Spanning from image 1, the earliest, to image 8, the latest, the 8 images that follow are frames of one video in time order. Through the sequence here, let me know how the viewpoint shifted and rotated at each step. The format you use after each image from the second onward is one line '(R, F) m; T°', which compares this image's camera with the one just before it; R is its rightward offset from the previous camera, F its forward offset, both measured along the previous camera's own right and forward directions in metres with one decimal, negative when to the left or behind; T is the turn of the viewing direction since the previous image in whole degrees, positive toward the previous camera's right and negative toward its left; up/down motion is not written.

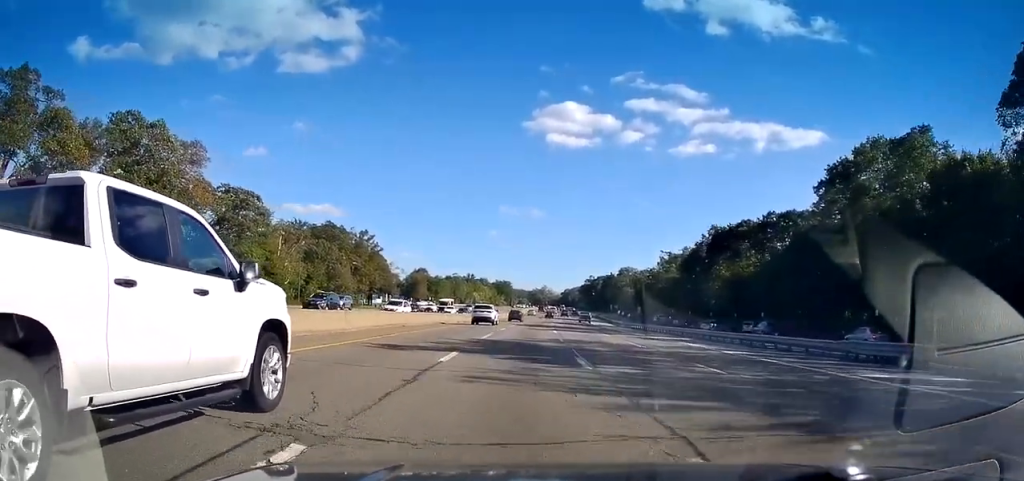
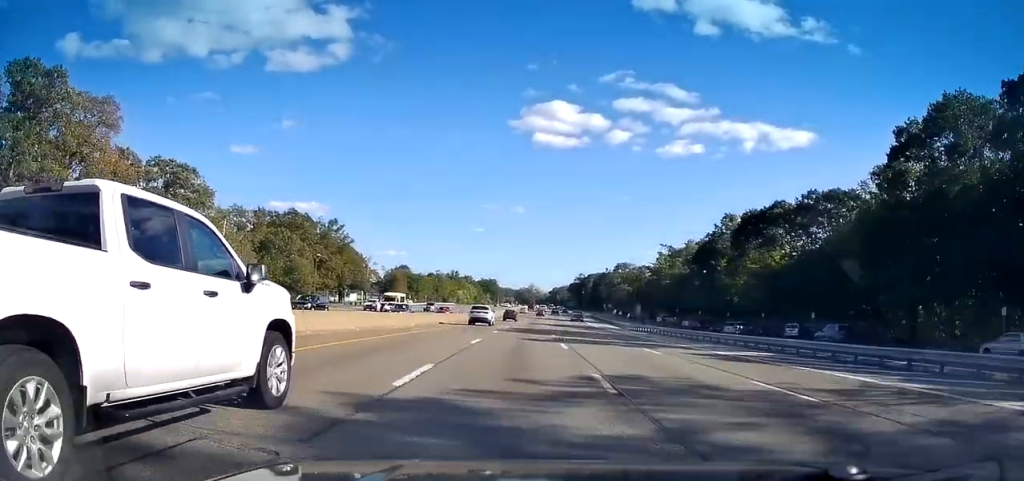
(+0.2, +16.5) m; +1°
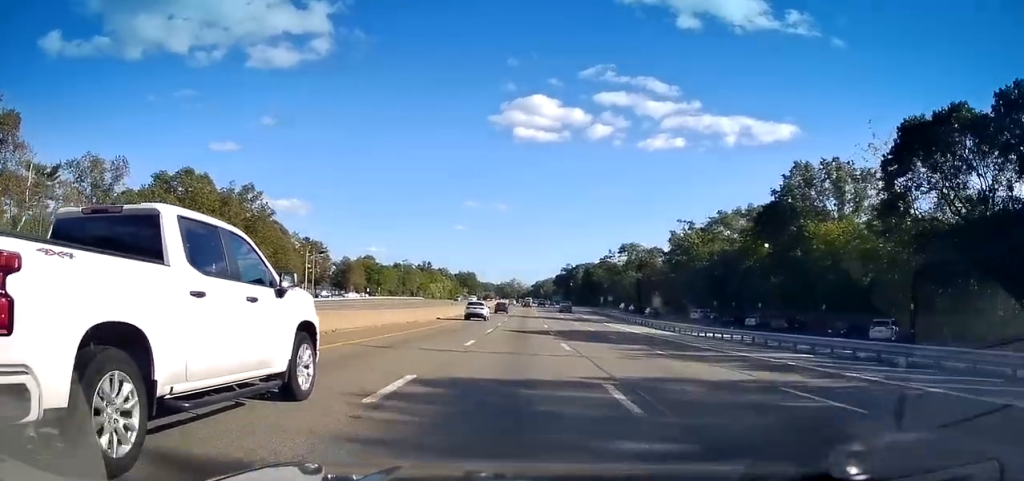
(+0.6, +37.7) m; +2°
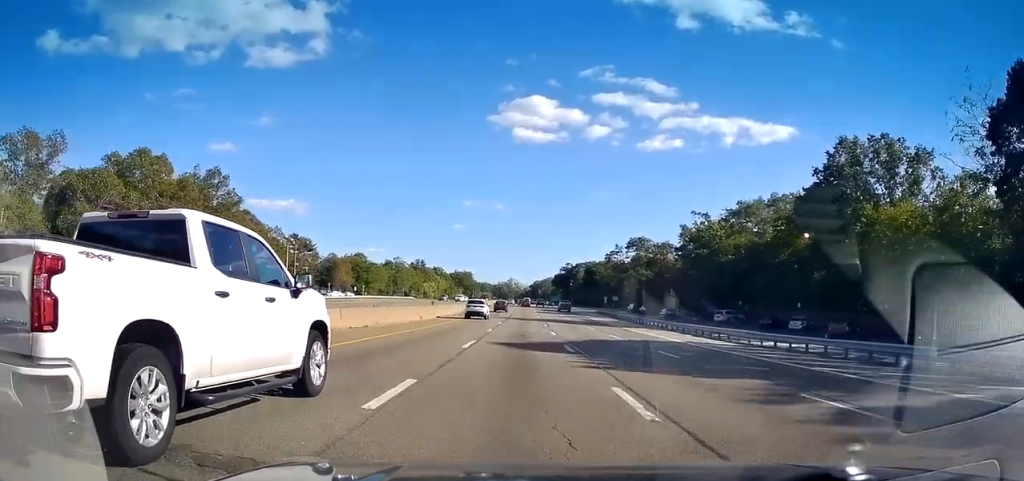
(+0.2, +12.5) m; +1°
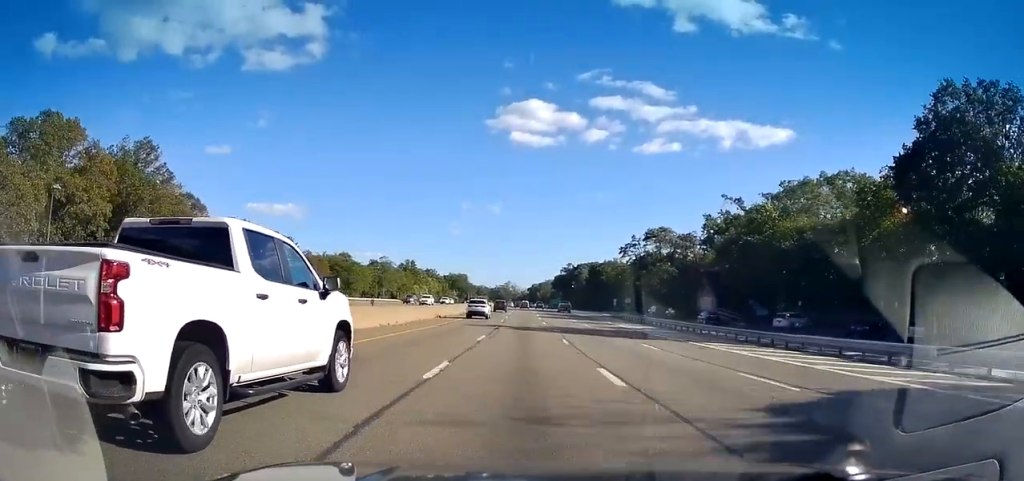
(+0.1, +20.1) m; +1°
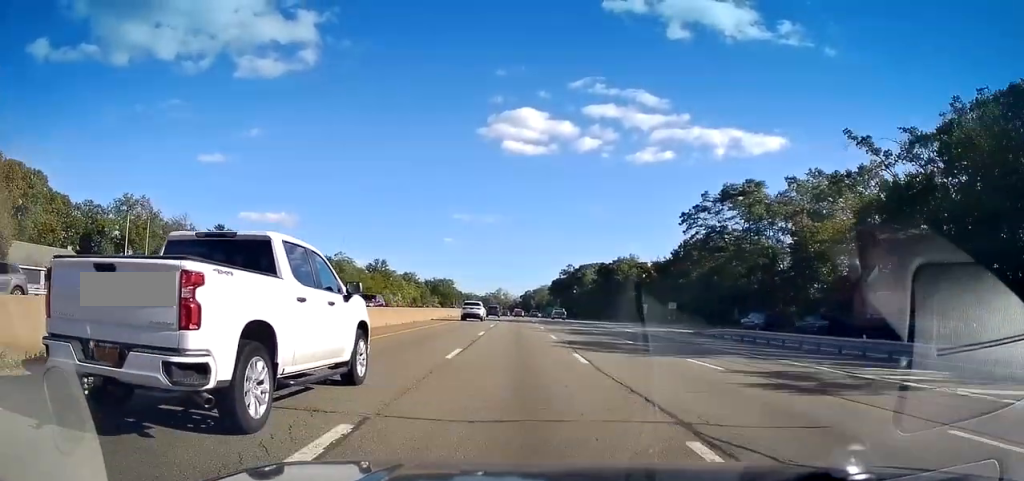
(+1.3, +43.8) m; +2°
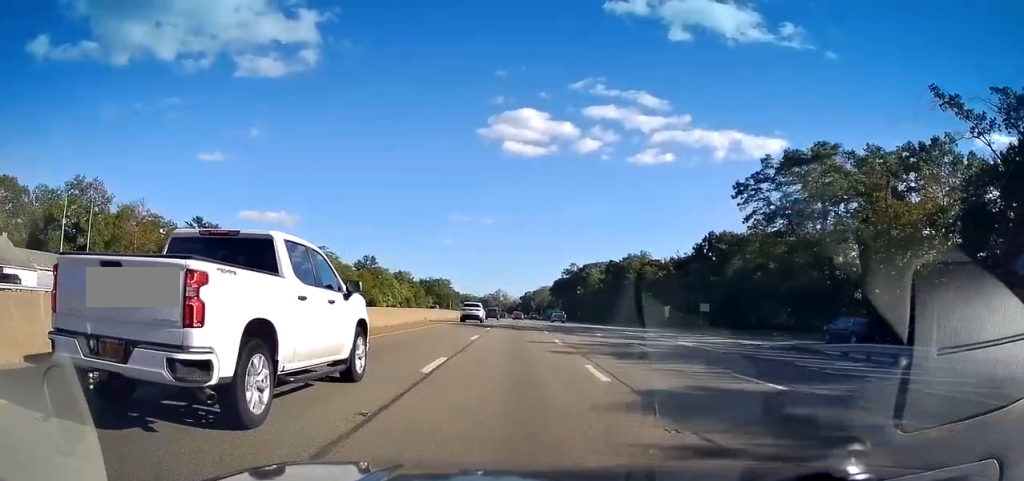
(-0.3, +15.7) m; -1°
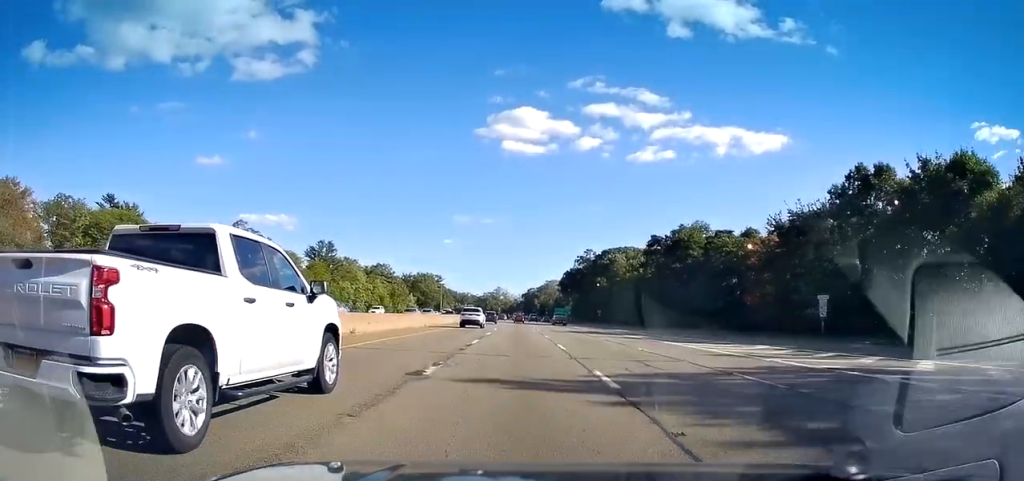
(-0.3, +48.5) m; 0°
